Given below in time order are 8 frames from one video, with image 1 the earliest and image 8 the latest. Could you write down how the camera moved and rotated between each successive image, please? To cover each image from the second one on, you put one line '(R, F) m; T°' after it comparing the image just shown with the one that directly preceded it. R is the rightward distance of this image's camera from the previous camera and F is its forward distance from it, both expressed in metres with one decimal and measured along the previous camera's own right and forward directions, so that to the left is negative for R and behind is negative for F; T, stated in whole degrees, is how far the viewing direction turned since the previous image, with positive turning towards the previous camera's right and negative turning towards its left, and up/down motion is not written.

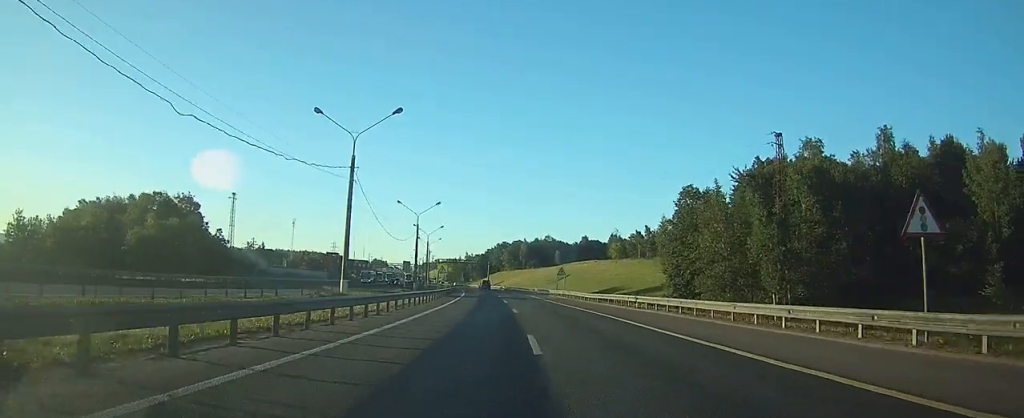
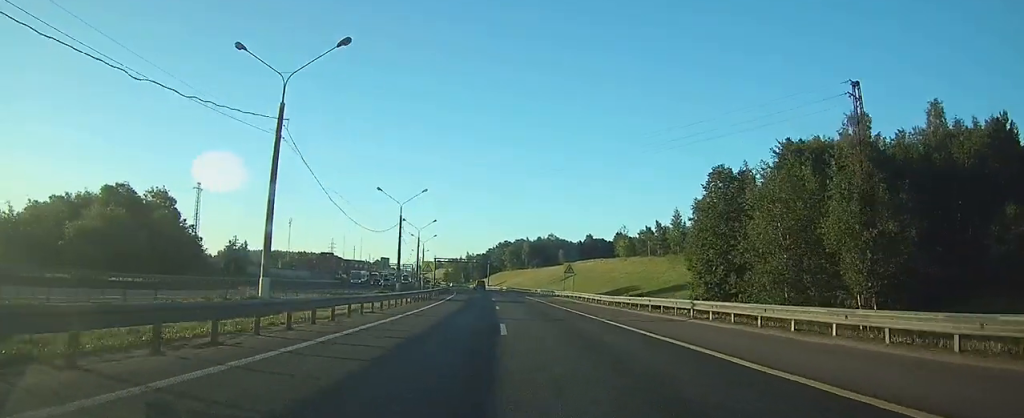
(0.0, +11.8) m; 0°
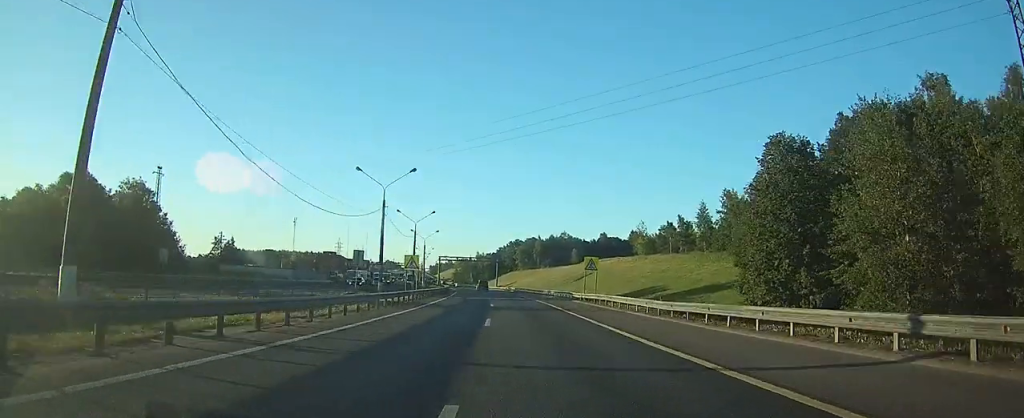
(0.0, +13.0) m; 0°
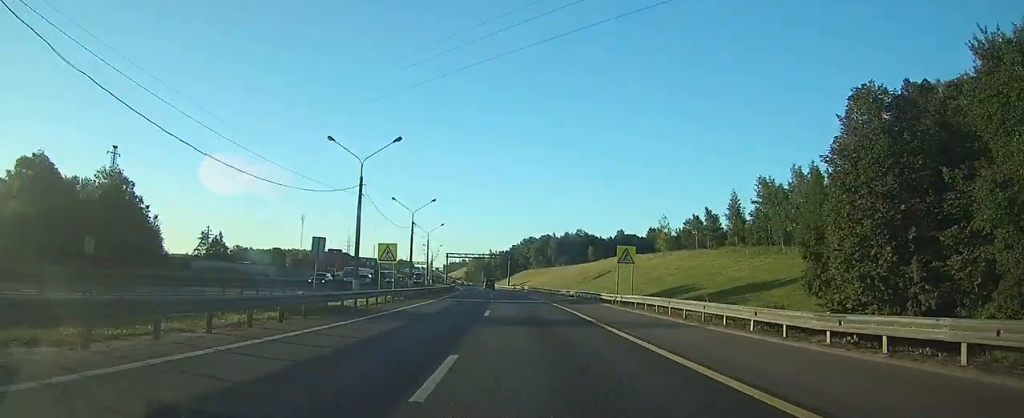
(-0.1, +12.2) m; -1°
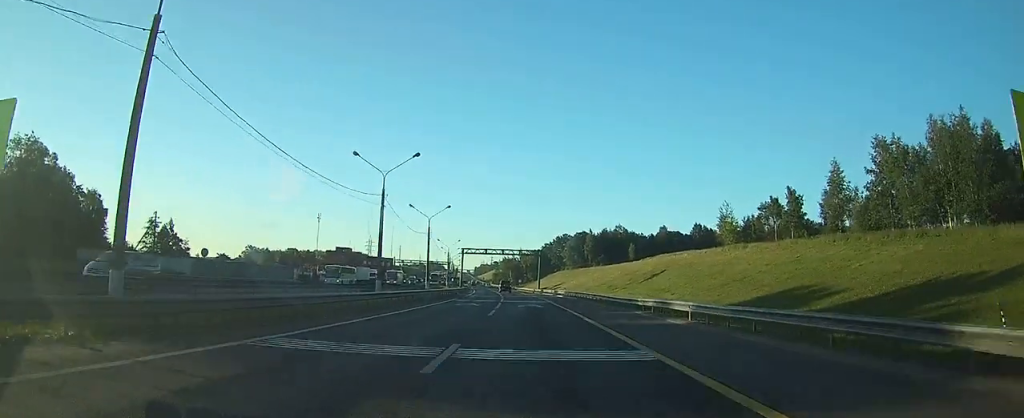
(-0.4, +30.5) m; -2°
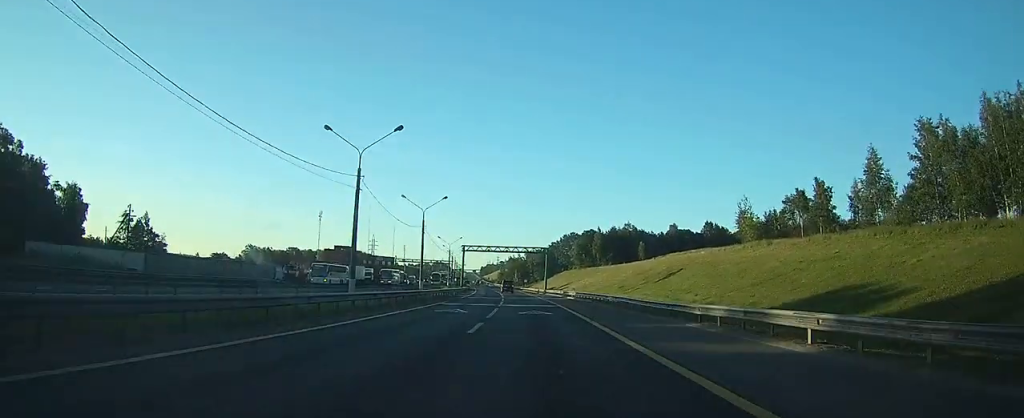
(-0.1, +9.1) m; -1°
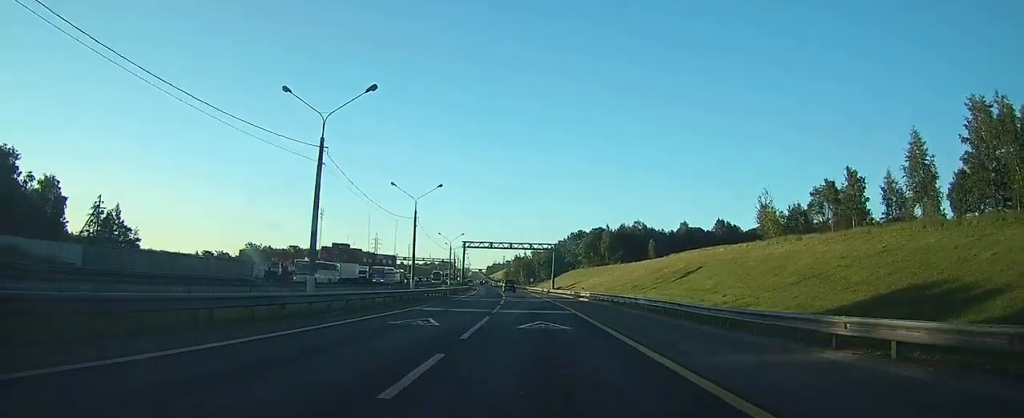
(0.0, +9.1) m; -1°
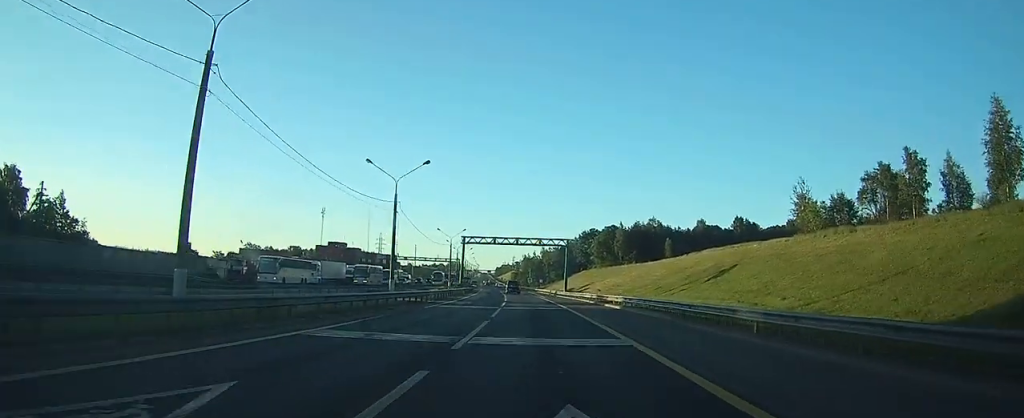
(-0.3, +14.0) m; -2°
